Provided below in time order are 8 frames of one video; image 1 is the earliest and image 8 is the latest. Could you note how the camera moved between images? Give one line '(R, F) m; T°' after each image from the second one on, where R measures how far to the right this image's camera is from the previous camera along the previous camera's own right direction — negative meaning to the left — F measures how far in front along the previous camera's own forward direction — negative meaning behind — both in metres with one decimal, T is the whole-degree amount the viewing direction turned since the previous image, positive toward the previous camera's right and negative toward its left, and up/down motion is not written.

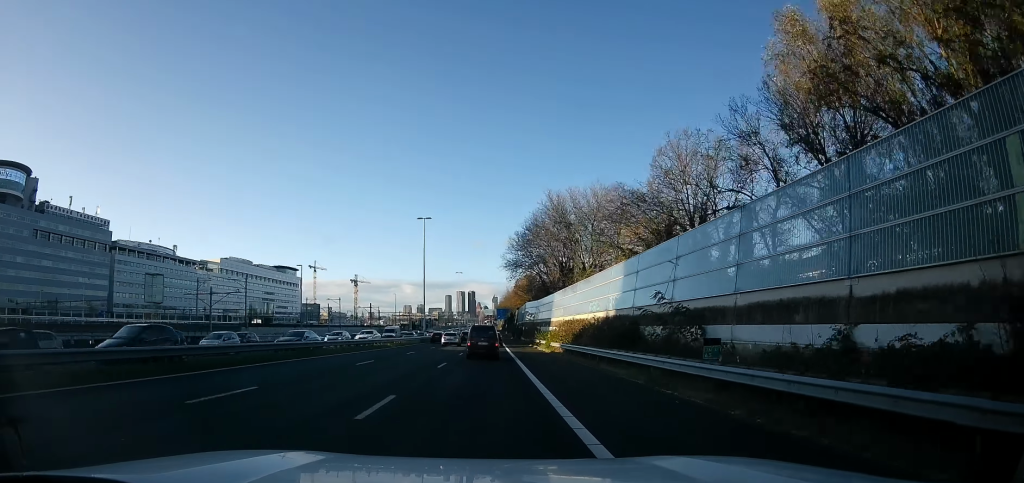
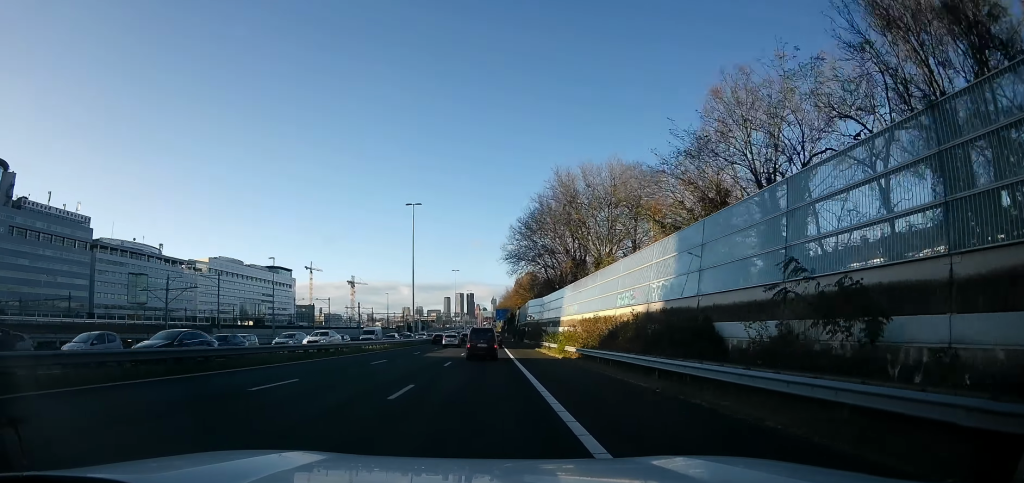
(0.0, +9.1) m; 0°
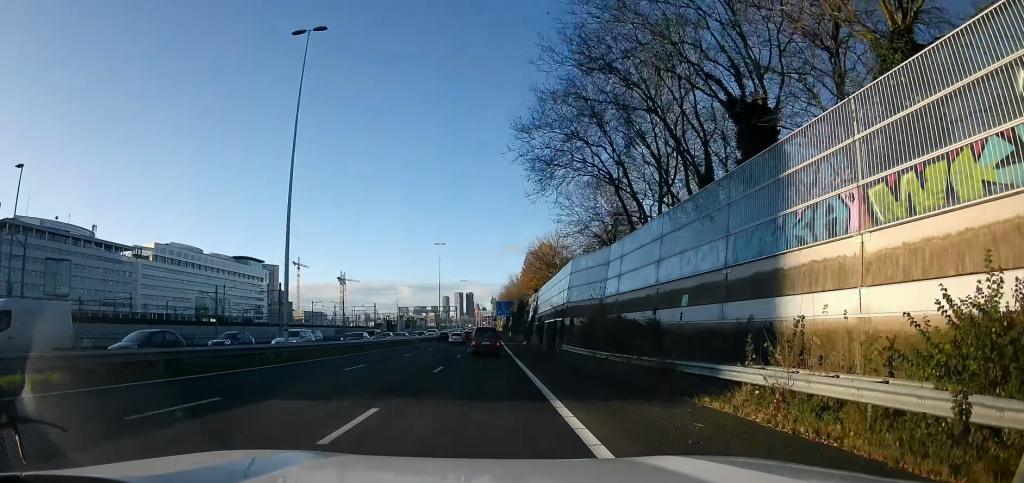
(-0.2, +39.5) m; -1°
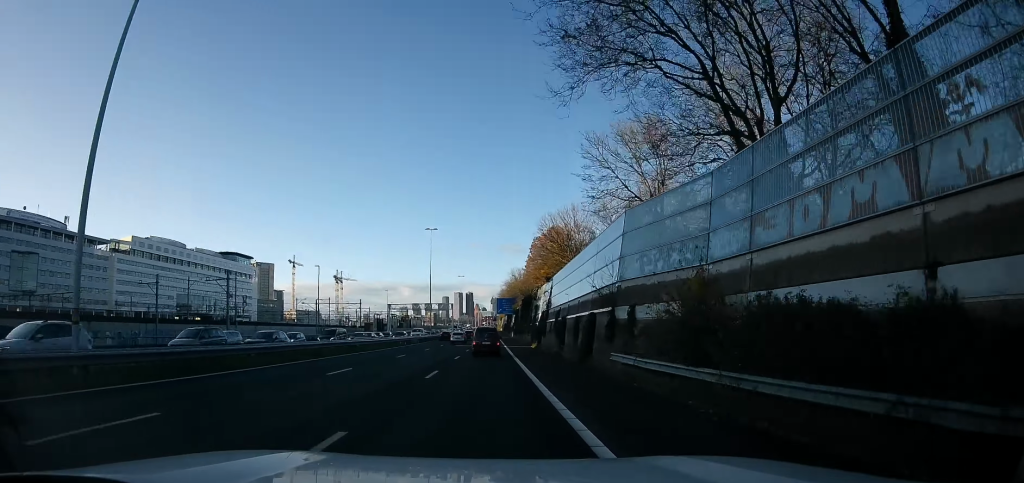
(0.0, +13.8) m; 0°
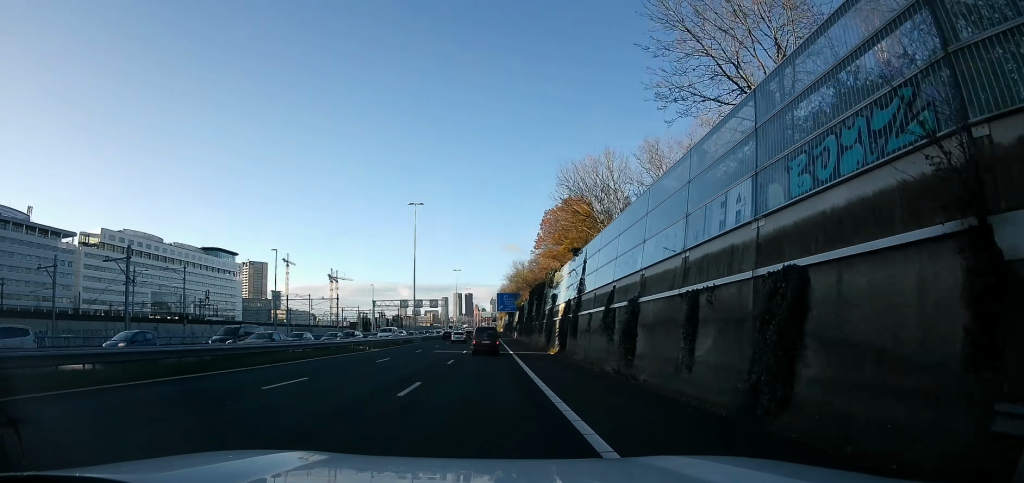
(0.0, +16.6) m; 0°
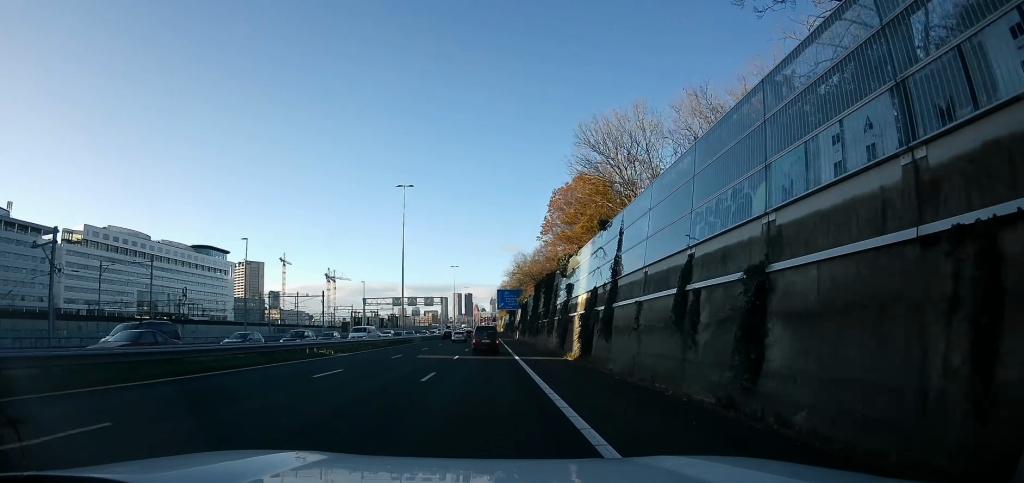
(0.0, +8.3) m; +1°
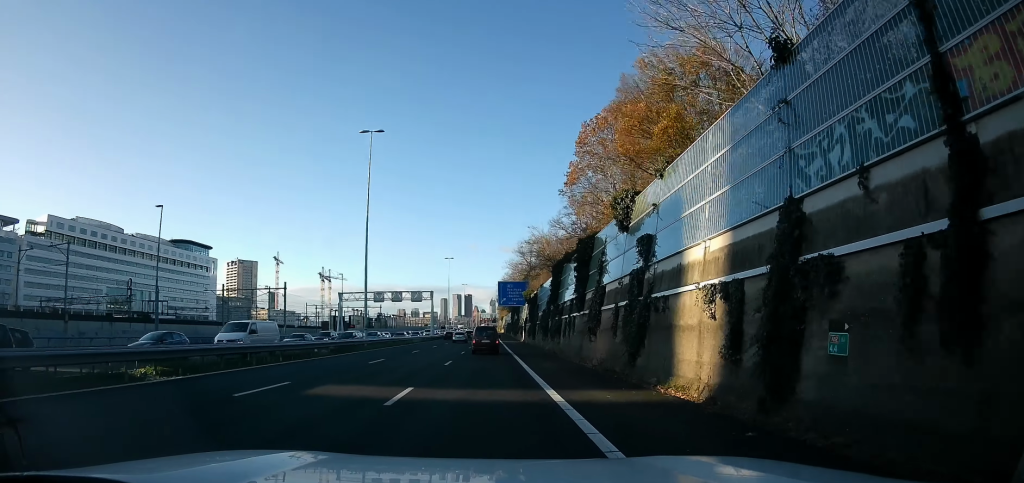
(0.0, +16.8) m; +3°
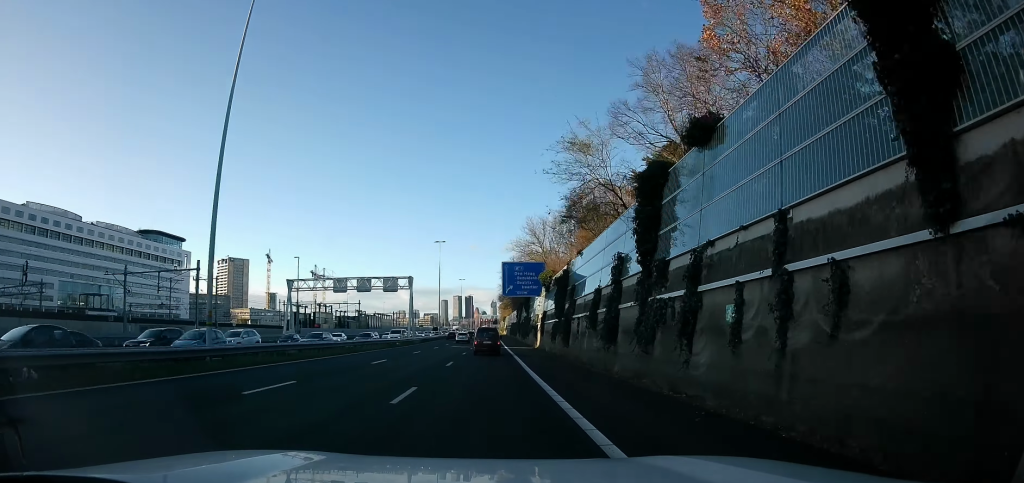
(+0.7, +23.5) m; -1°
